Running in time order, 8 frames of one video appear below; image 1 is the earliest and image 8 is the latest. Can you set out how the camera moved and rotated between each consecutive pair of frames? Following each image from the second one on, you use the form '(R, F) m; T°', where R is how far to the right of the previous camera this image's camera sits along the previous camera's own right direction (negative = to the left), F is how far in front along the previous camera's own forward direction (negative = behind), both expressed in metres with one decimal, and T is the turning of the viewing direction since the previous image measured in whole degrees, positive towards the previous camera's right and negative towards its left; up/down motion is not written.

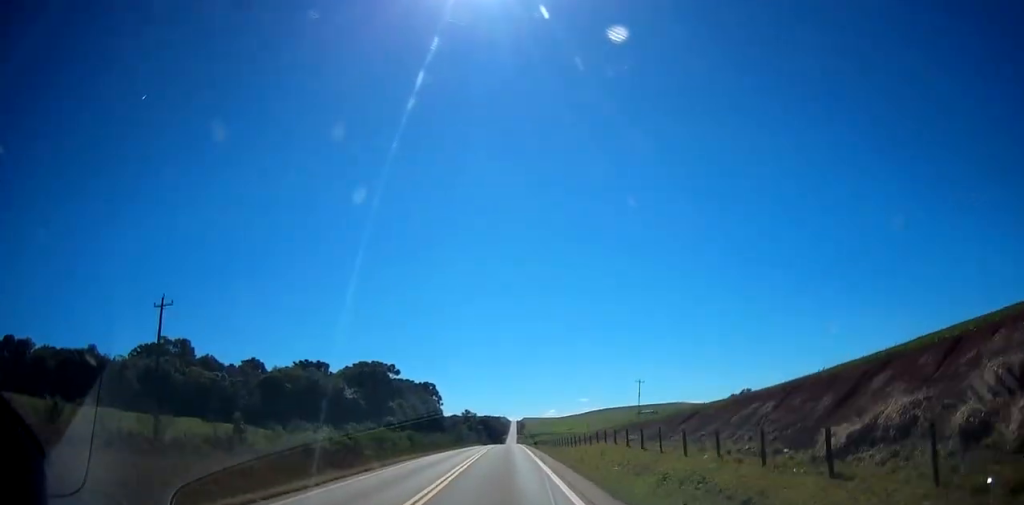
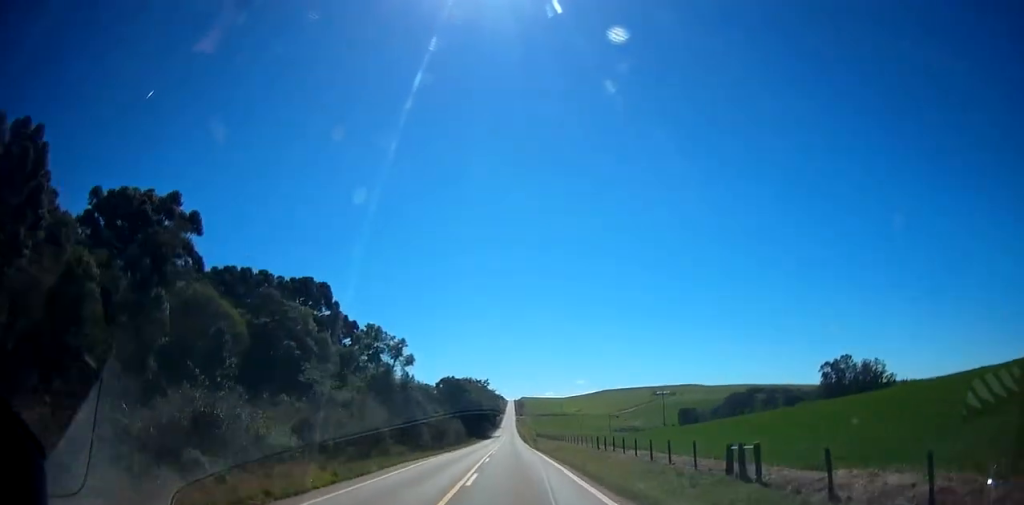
(+0.2, +134.0) m; 0°
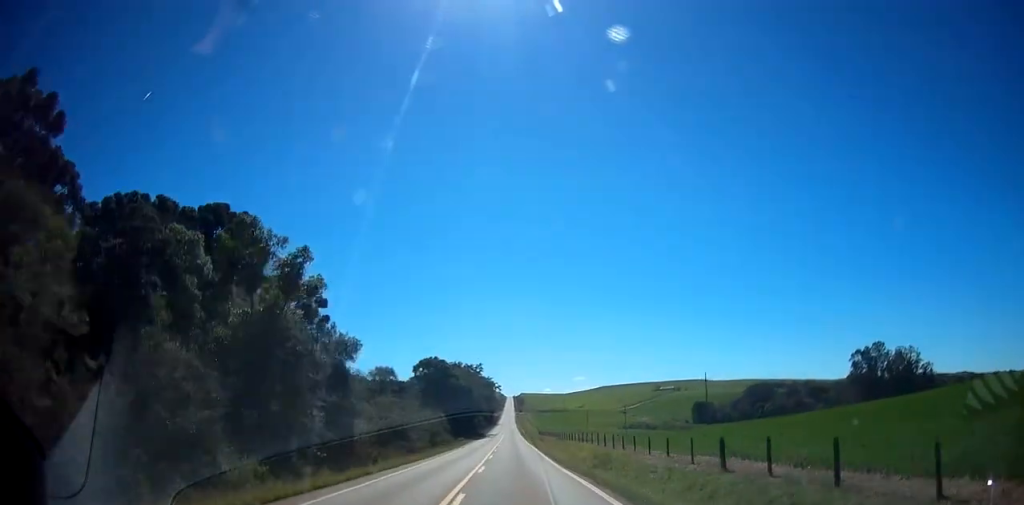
(-0.1, +30.5) m; 0°
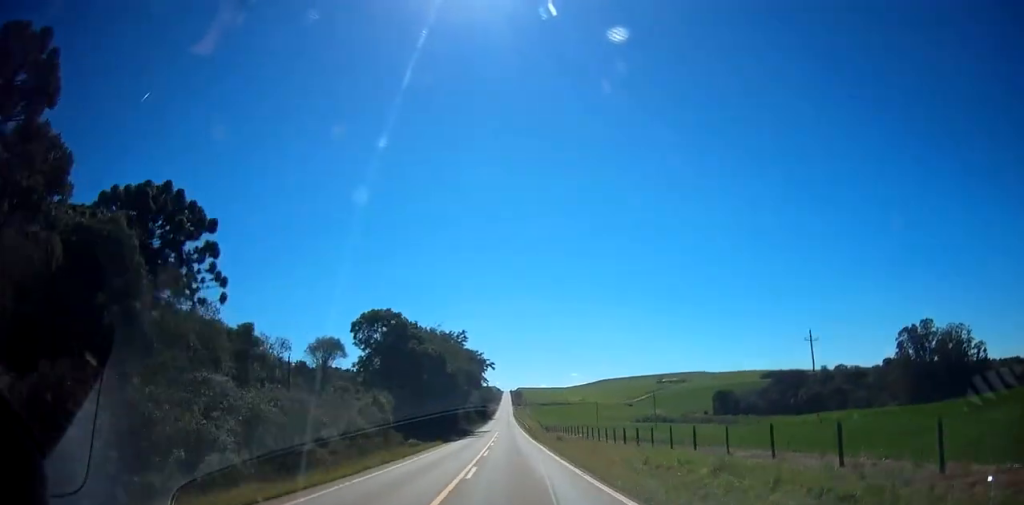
(-0.3, +39.9) m; 0°
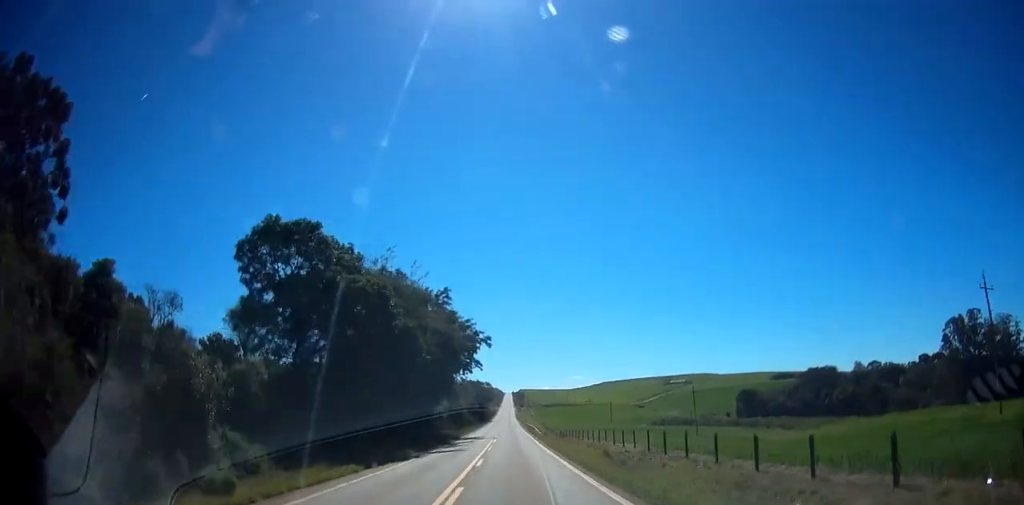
(+0.2, +30.0) m; 0°
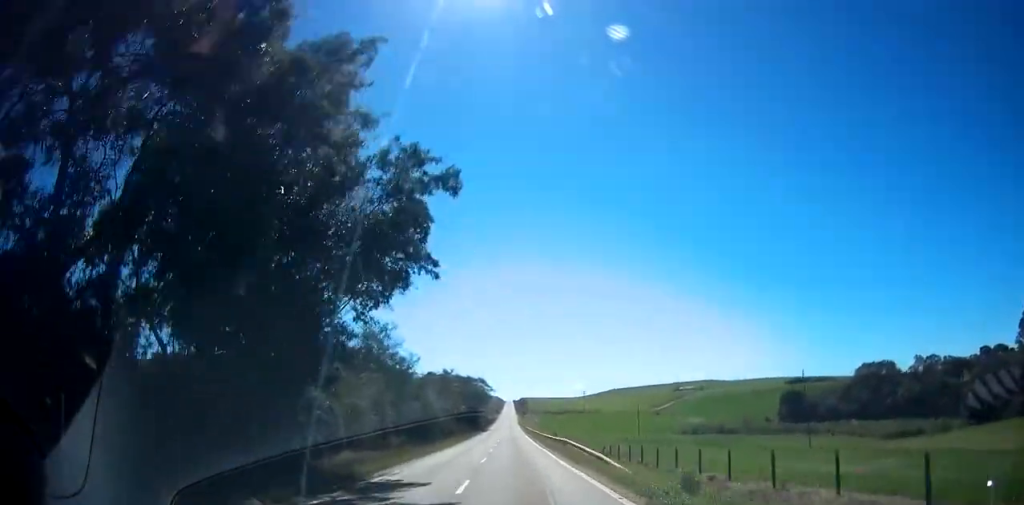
(+0.2, +44.7) m; 0°
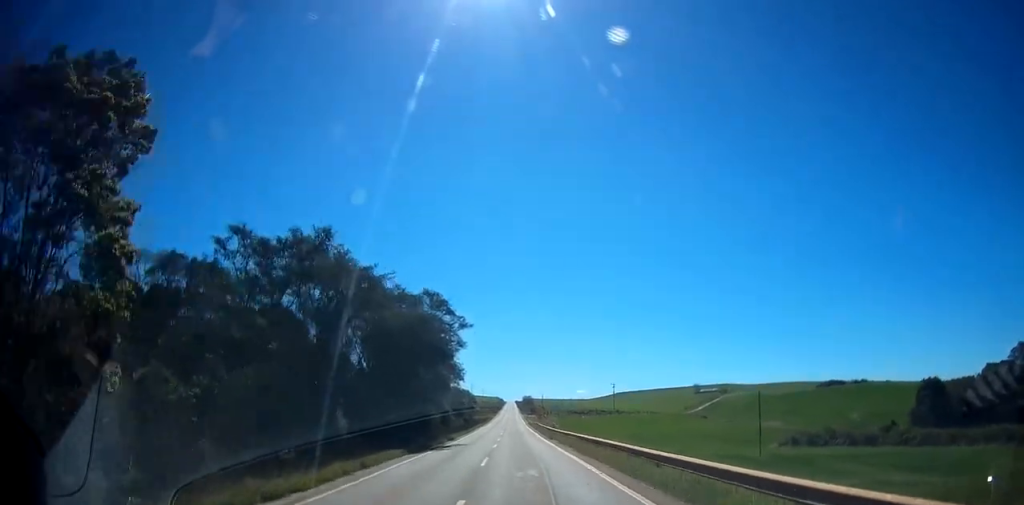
(-0.2, +86.2) m; 0°
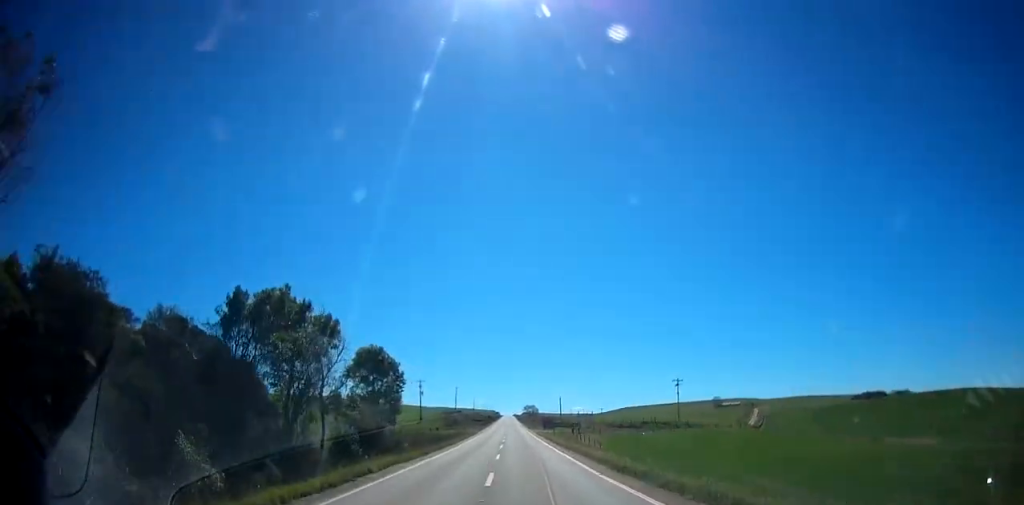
(+0.4, +90.2) m; +1°
